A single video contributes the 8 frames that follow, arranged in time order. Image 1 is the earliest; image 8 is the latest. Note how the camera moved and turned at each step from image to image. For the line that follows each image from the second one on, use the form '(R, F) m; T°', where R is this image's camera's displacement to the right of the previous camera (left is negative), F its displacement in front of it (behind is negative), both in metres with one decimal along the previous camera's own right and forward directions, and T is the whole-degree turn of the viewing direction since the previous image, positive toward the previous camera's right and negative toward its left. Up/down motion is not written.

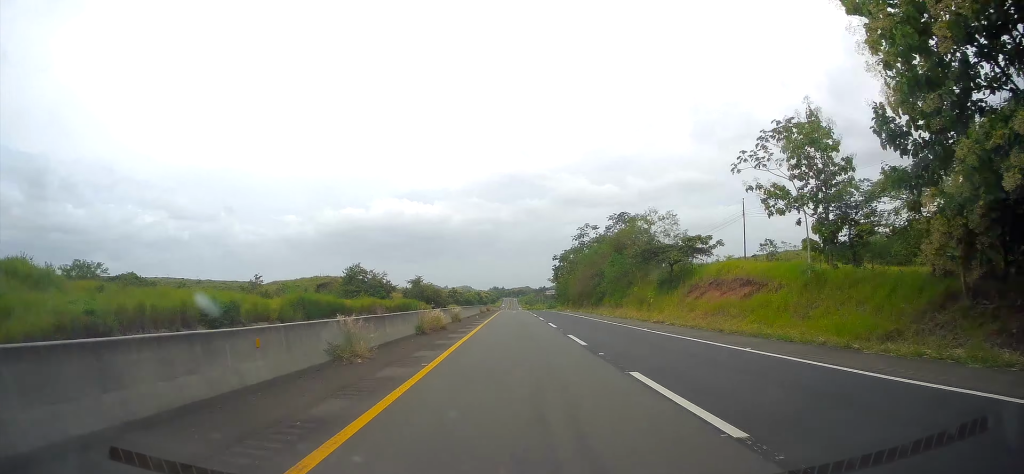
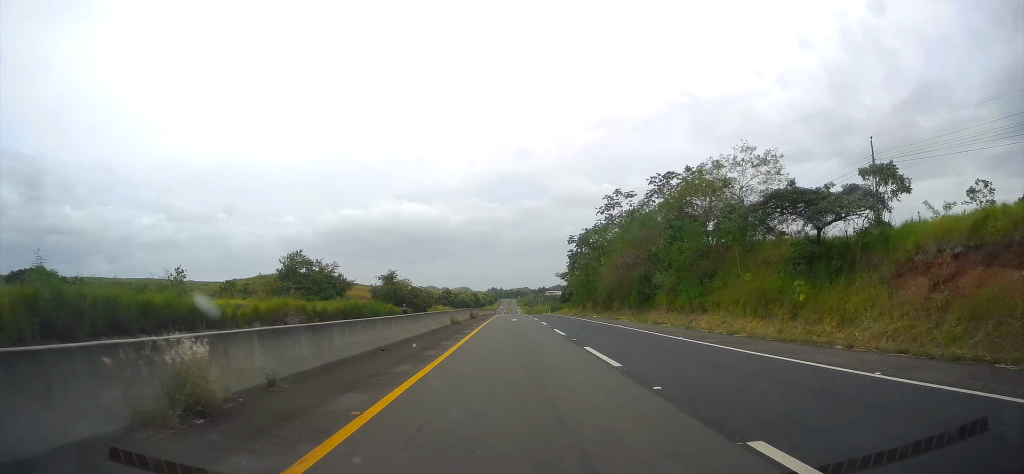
(-0.9, +28.6) m; -1°
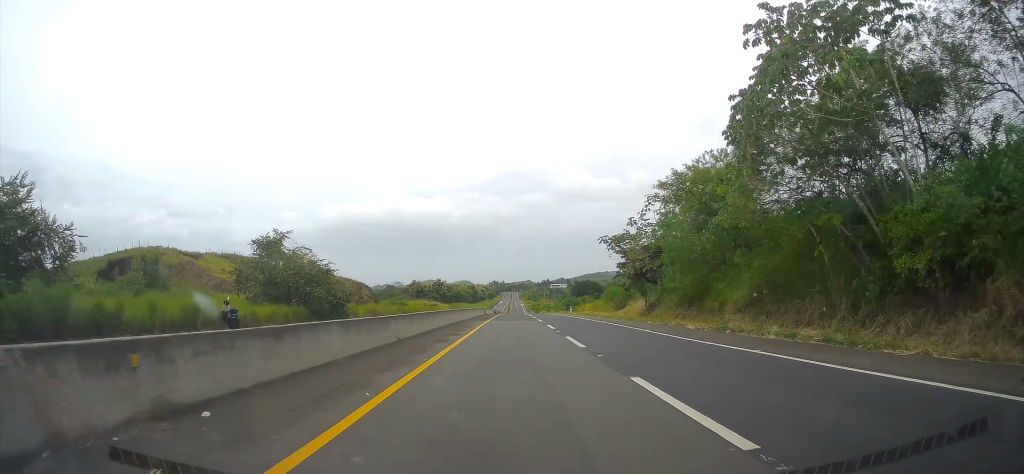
(-0.3, +54.6) m; 0°
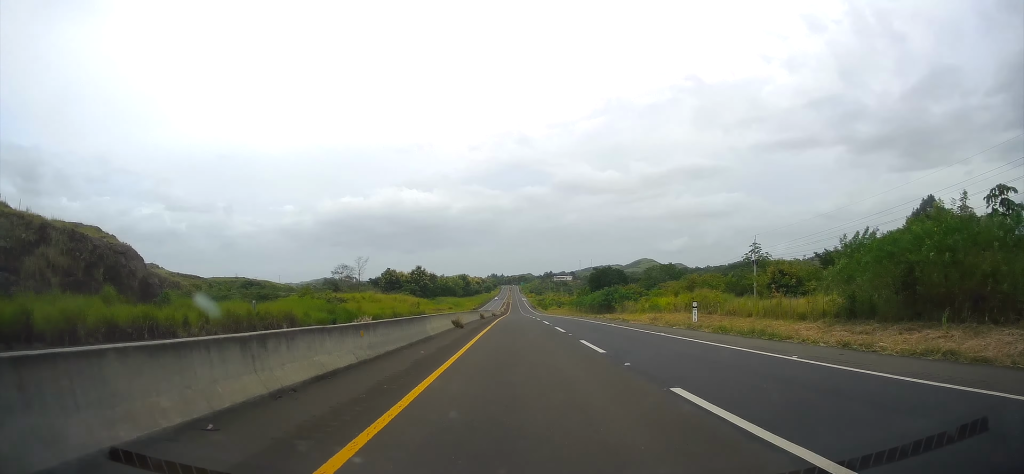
(+0.1, +73.2) m; 0°
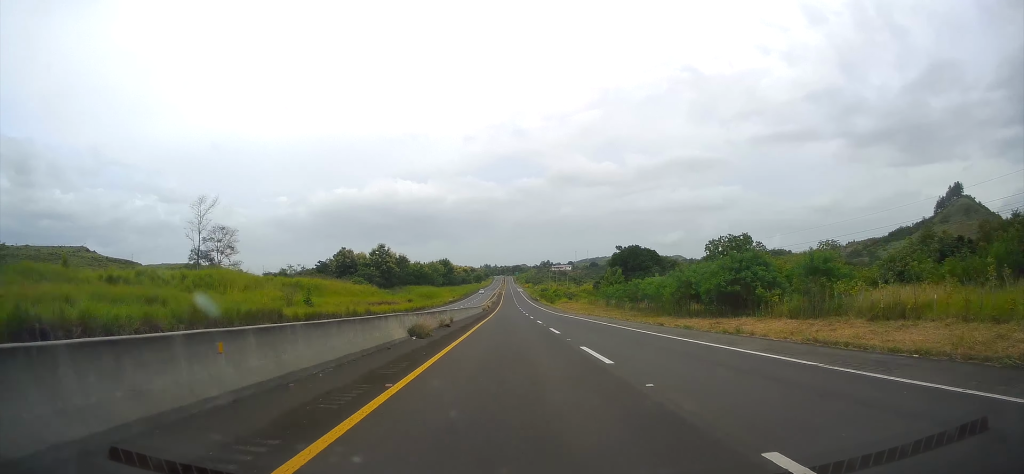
(+0.2, +65.8) m; +1°
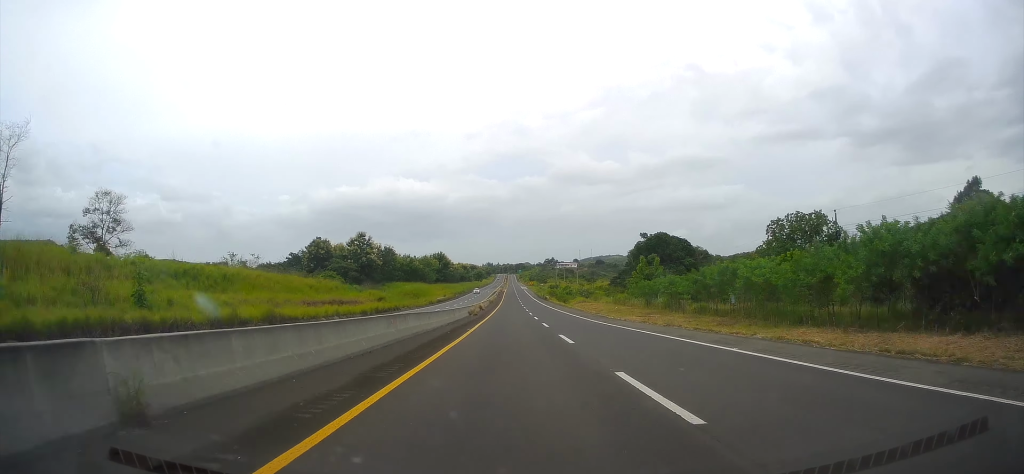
(+0.2, +30.5) m; 0°
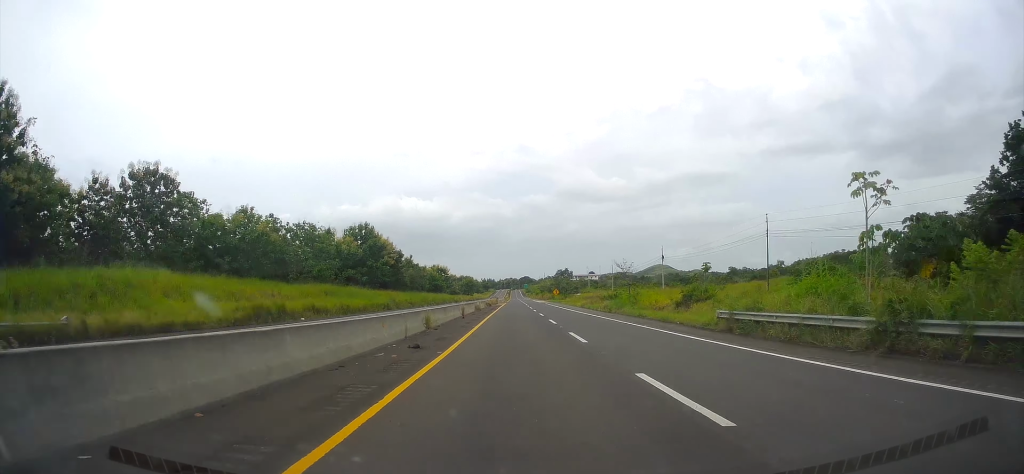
(-0.5, +133.6) m; 0°
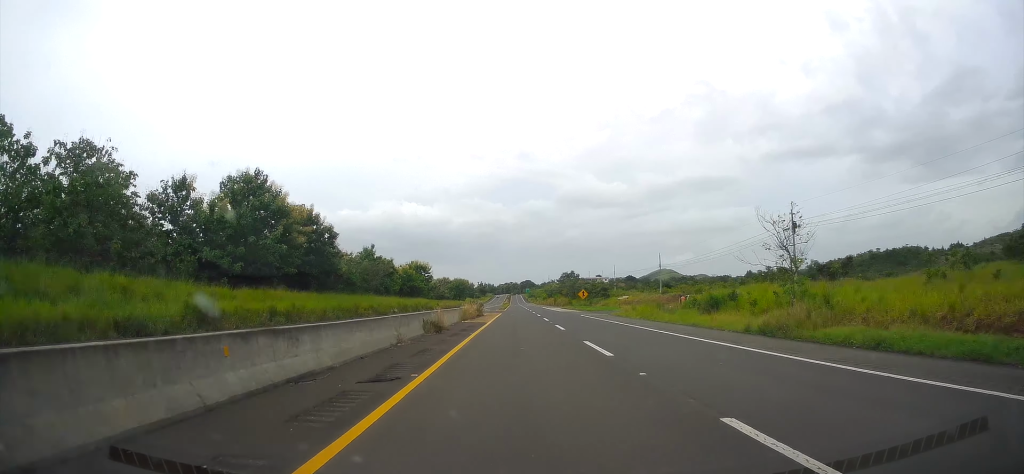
(+0.3, +53.7) m; 0°
